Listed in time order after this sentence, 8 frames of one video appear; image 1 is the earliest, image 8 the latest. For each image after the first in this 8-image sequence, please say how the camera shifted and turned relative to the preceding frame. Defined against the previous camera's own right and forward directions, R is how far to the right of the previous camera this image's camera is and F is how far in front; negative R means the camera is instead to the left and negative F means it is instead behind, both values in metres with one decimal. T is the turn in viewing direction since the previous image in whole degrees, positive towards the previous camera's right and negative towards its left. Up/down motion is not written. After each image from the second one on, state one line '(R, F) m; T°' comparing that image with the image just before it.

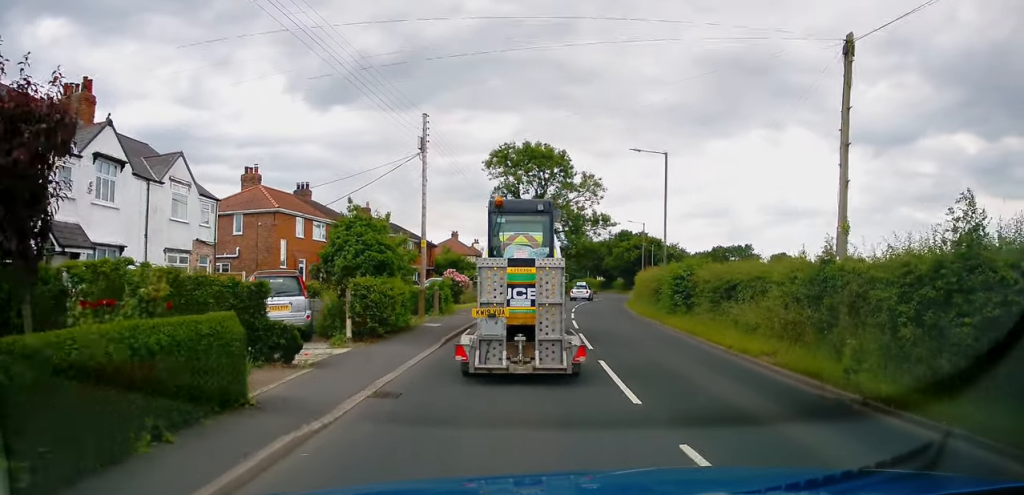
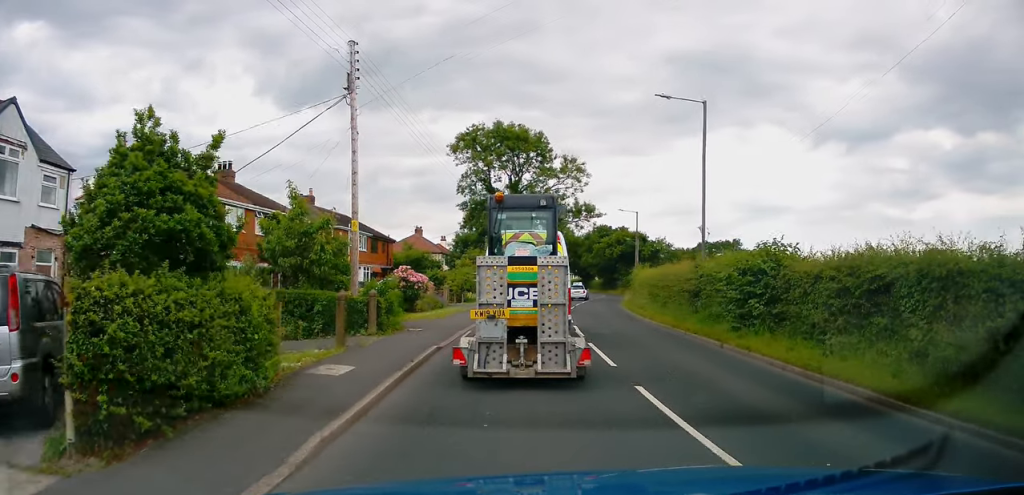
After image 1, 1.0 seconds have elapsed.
(+0.2, +8.9) m; +3°
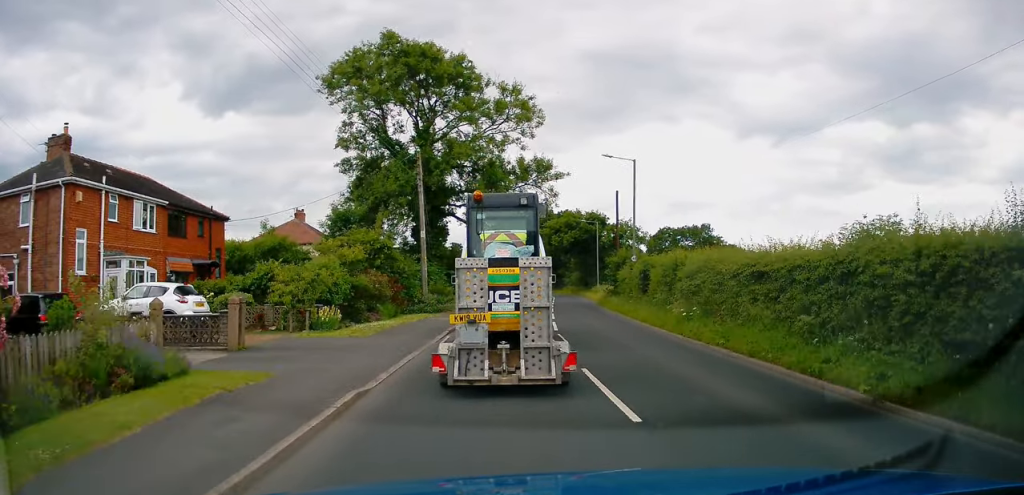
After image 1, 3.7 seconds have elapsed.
(+1.6, +22.1) m; +8°
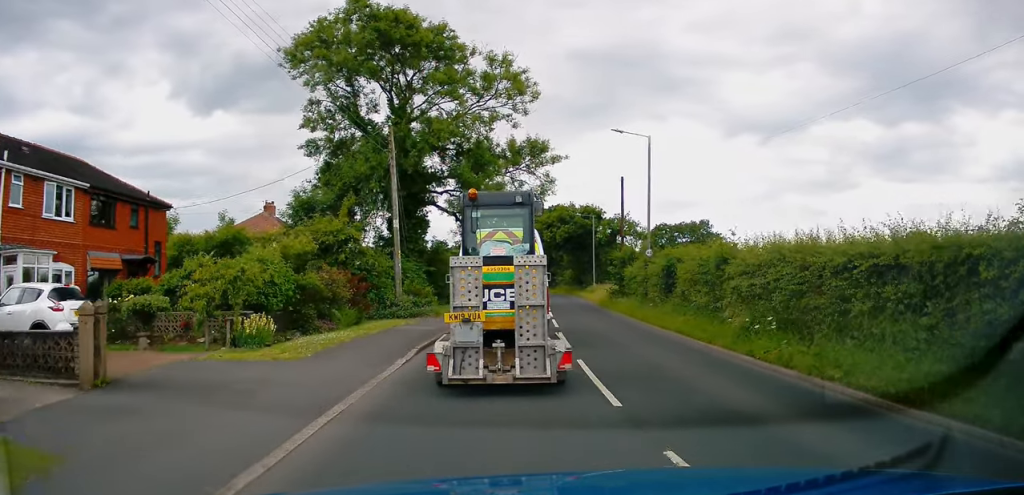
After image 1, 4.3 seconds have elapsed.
(+0.2, +5.1) m; +1°
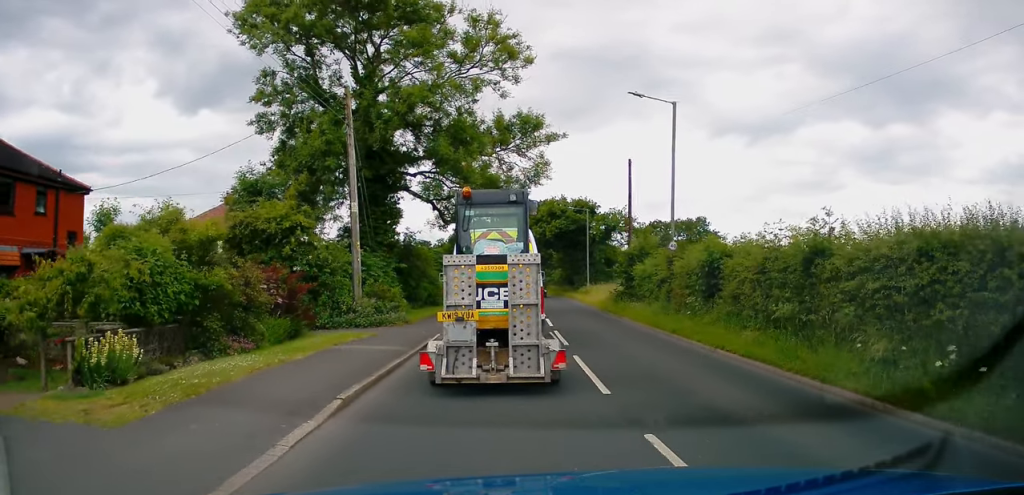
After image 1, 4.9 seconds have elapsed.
(-0.1, +5.4) m; +1°
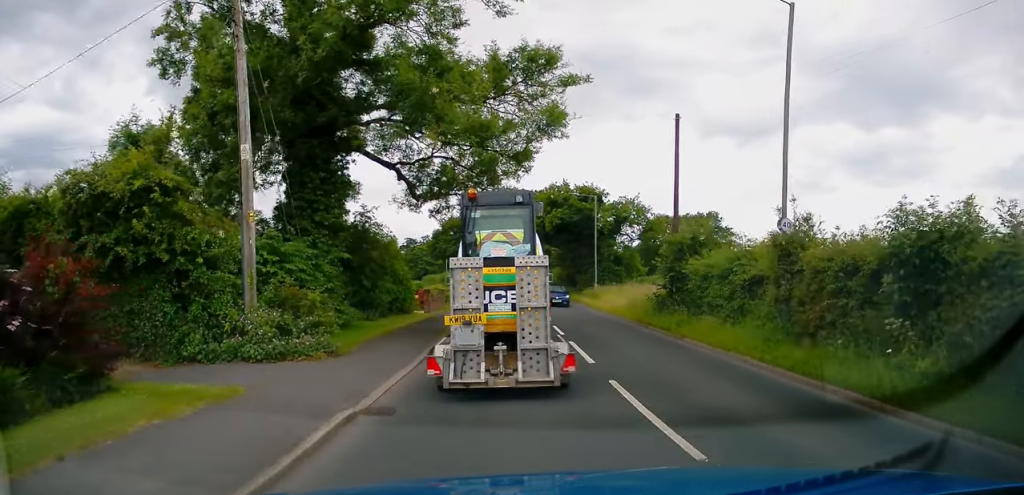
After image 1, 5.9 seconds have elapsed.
(+0.2, +9.0) m; +2°
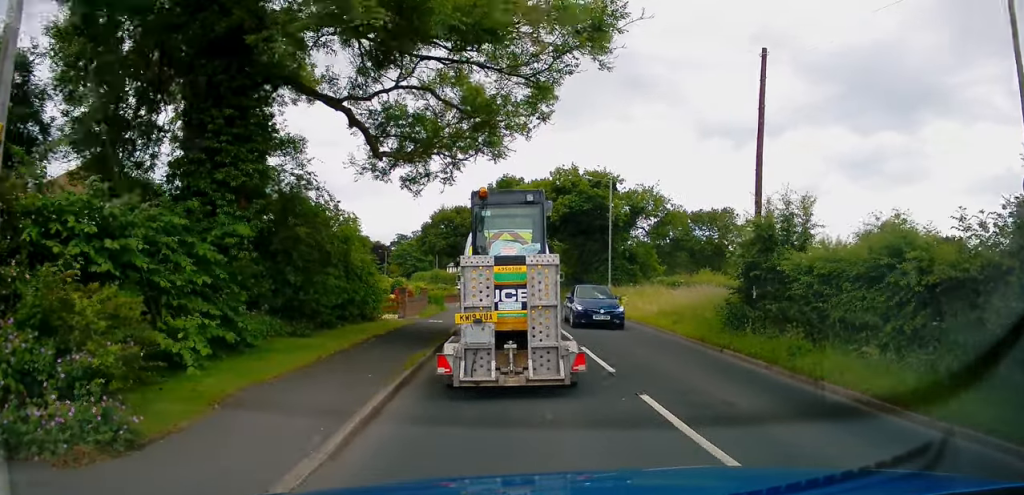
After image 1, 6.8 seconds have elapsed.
(+0.1, +7.2) m; +1°
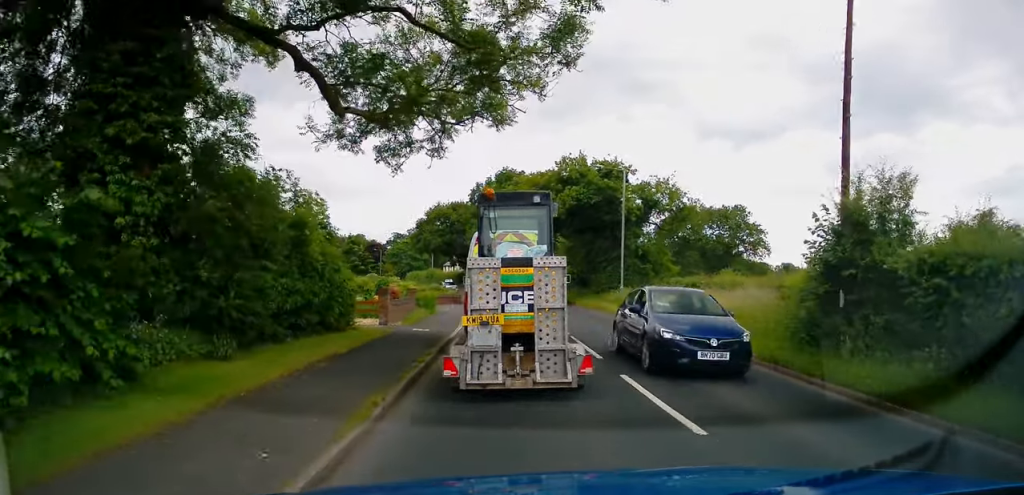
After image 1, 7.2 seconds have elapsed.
(-0.1, +4.2) m; 0°
